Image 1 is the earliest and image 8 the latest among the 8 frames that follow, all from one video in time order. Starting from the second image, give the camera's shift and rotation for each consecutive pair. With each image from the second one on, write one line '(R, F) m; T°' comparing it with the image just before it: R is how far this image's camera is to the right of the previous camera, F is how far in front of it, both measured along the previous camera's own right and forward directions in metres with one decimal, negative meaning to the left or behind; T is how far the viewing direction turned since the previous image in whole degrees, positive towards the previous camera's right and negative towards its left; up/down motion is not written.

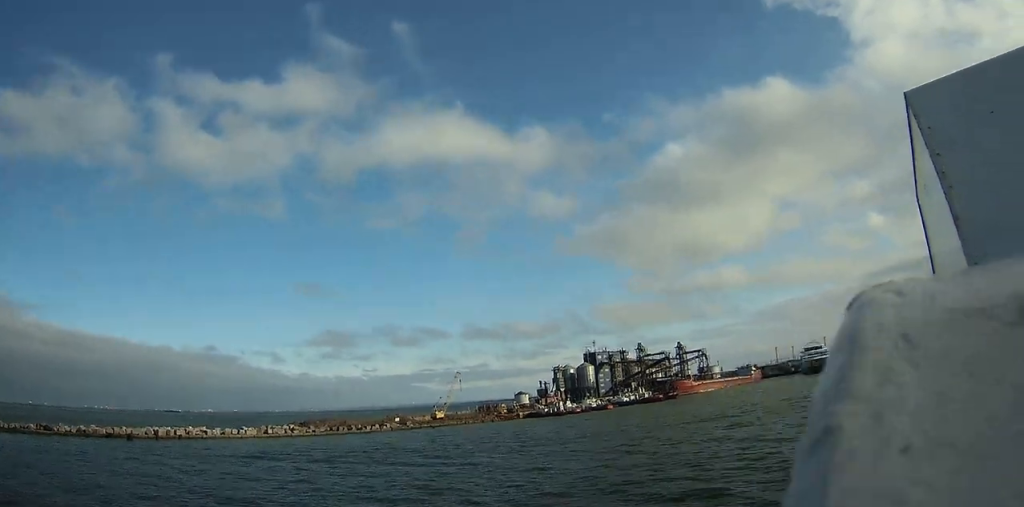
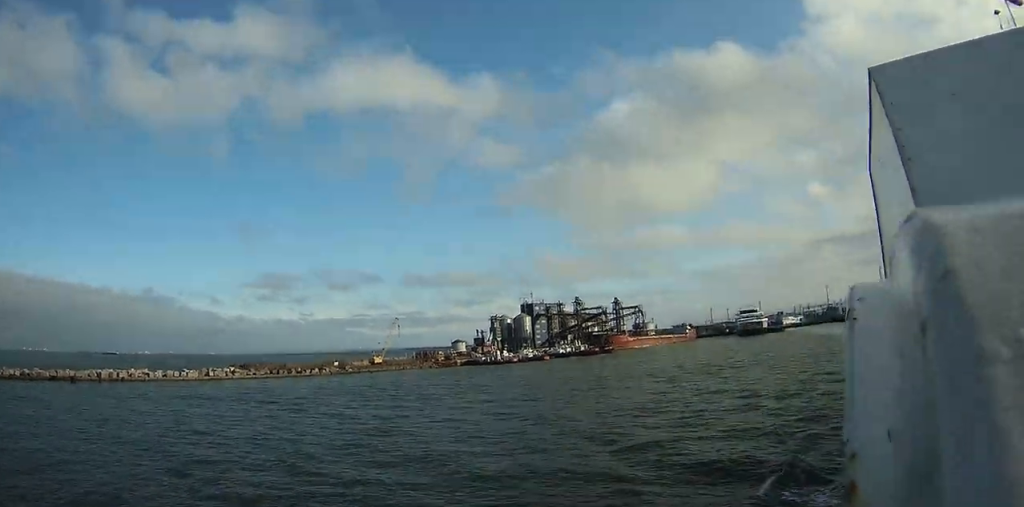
(0.0, +1.9) m; 0°
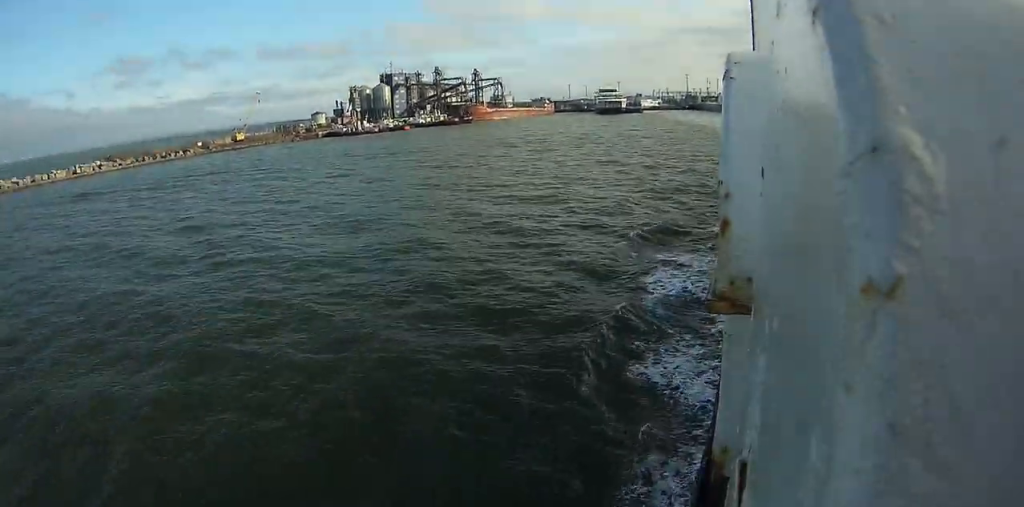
(0.0, +2.7) m; +1°
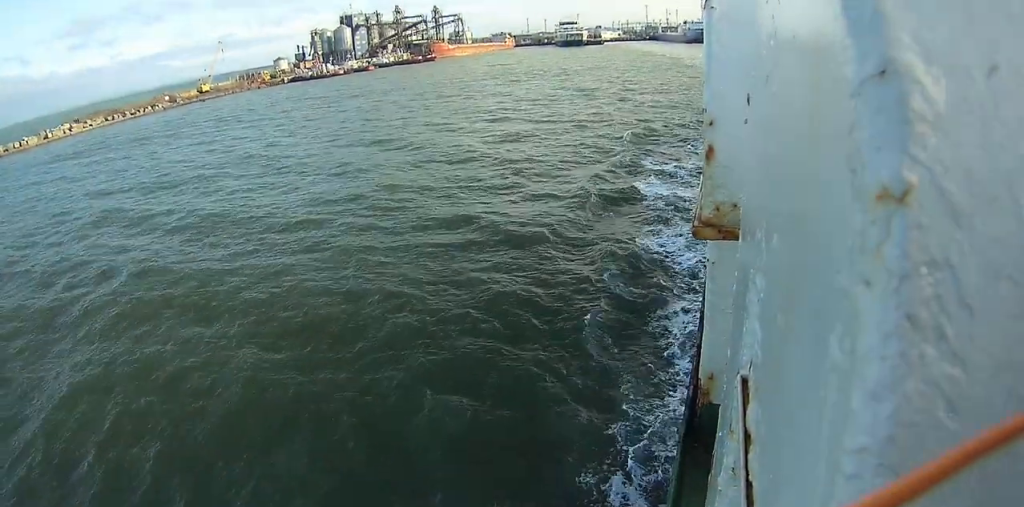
(+0.1, +4.9) m; +1°
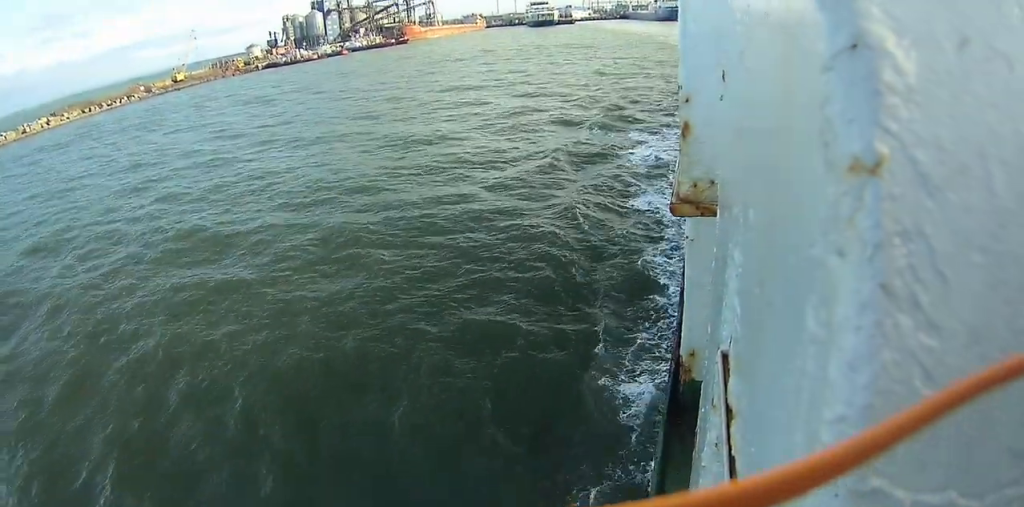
(0.0, +2.5) m; +1°
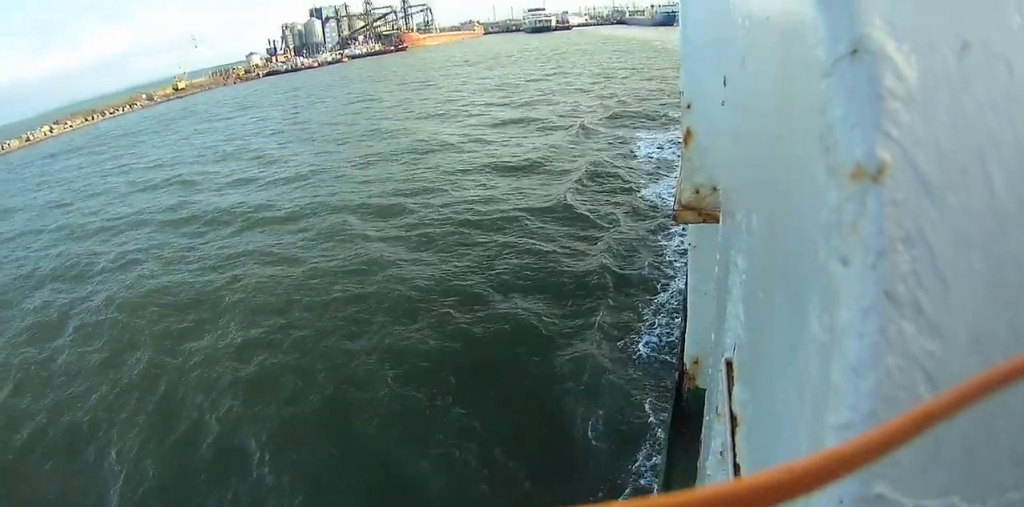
(0.0, +2.2) m; 0°
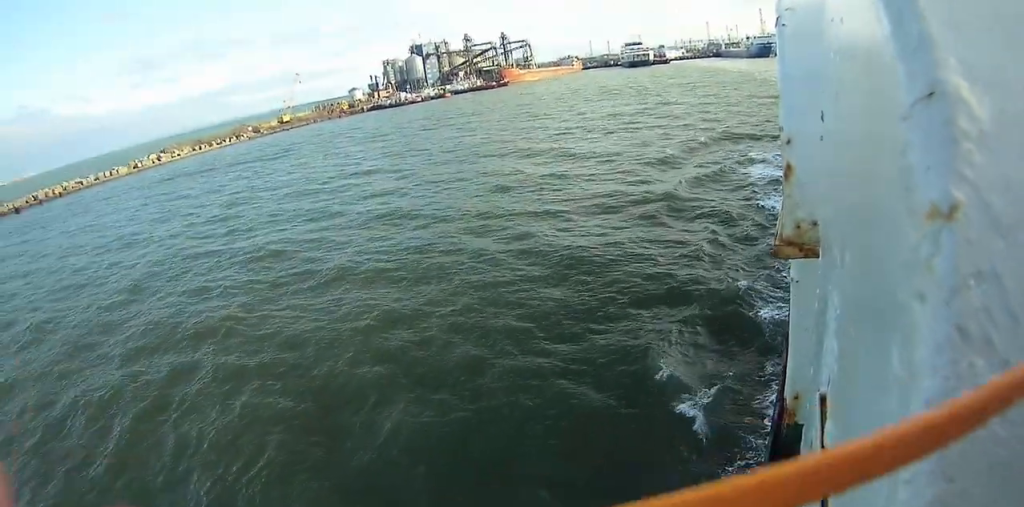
(0.0, +3.4) m; -1°
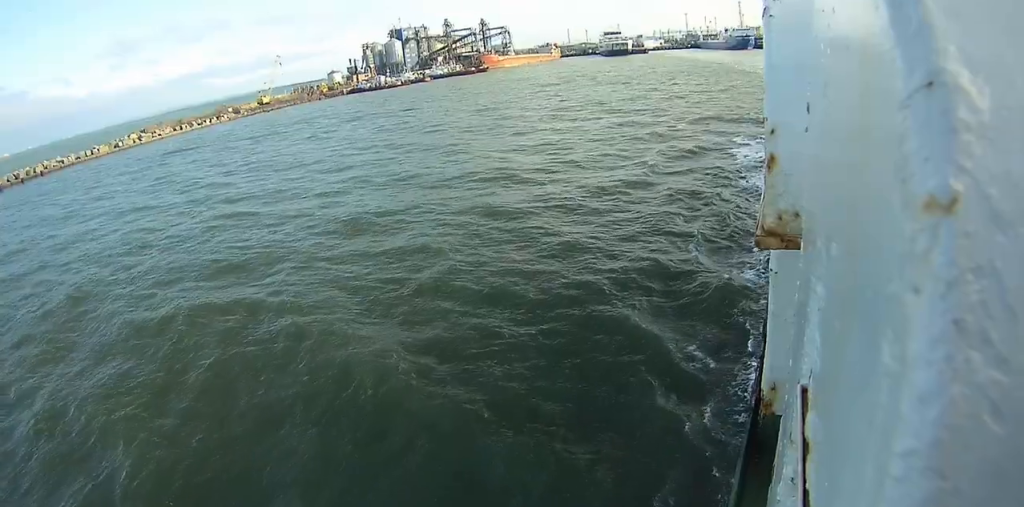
(-0.1, +2.7) m; -1°
